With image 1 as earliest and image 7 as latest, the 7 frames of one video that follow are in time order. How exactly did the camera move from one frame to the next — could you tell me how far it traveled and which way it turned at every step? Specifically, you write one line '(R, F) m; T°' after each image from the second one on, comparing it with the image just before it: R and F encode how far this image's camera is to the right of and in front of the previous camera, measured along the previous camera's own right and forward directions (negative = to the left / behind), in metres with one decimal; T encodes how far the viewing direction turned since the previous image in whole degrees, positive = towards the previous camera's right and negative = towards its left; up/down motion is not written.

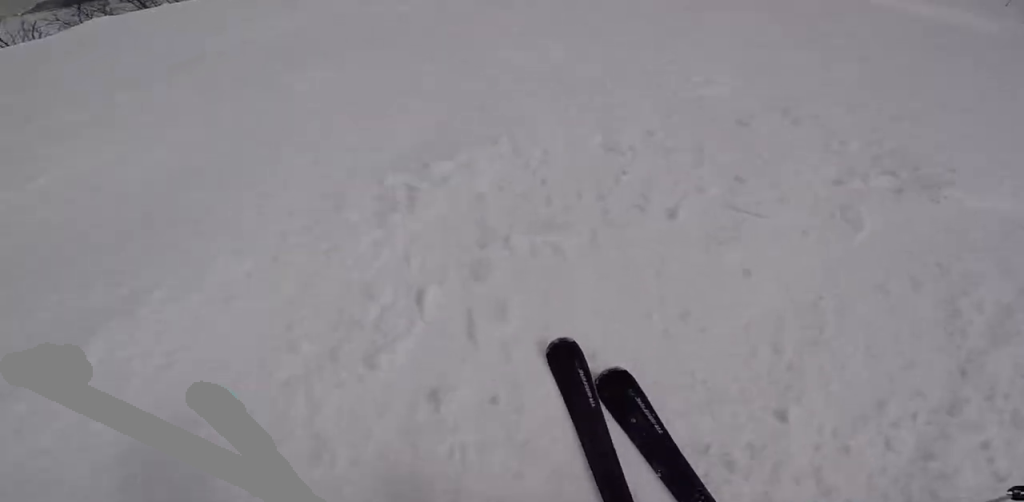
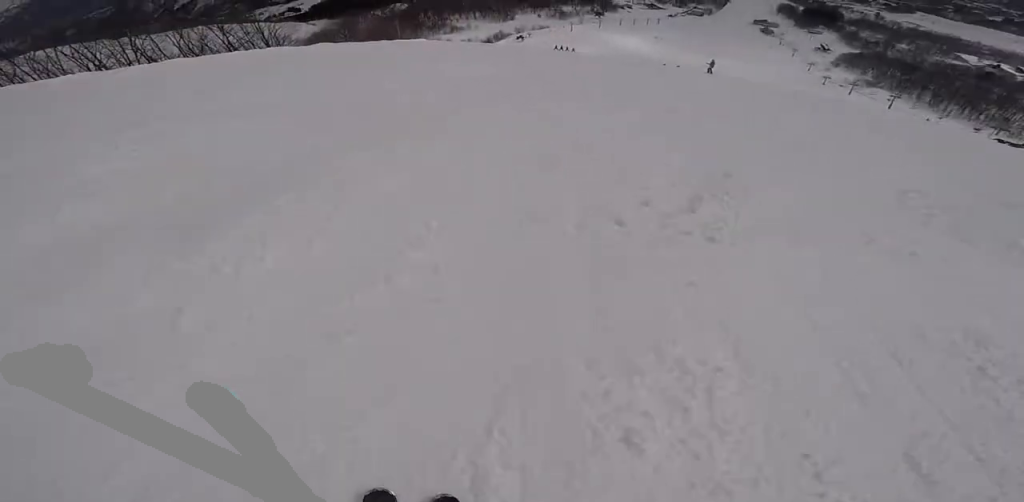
(+0.2, +5.4) m; +12°
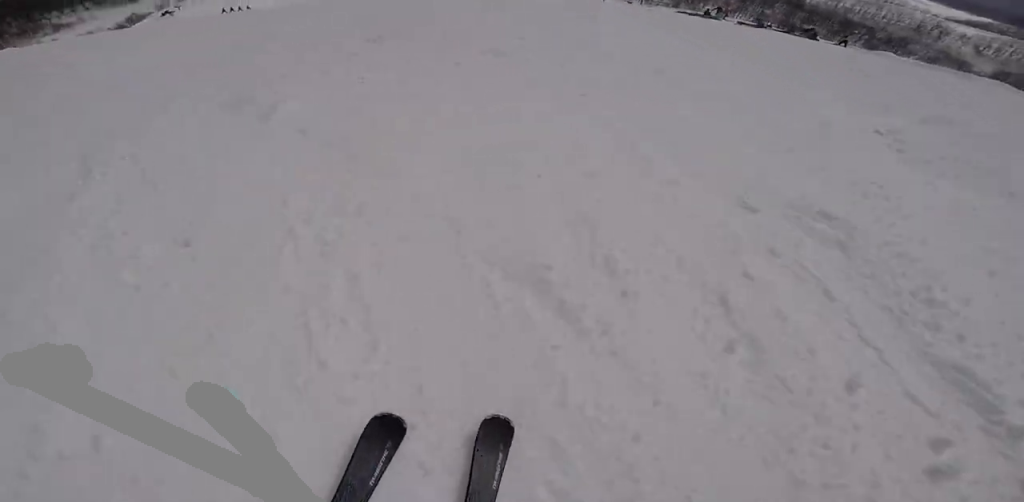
(+0.2, +3.4) m; +21°
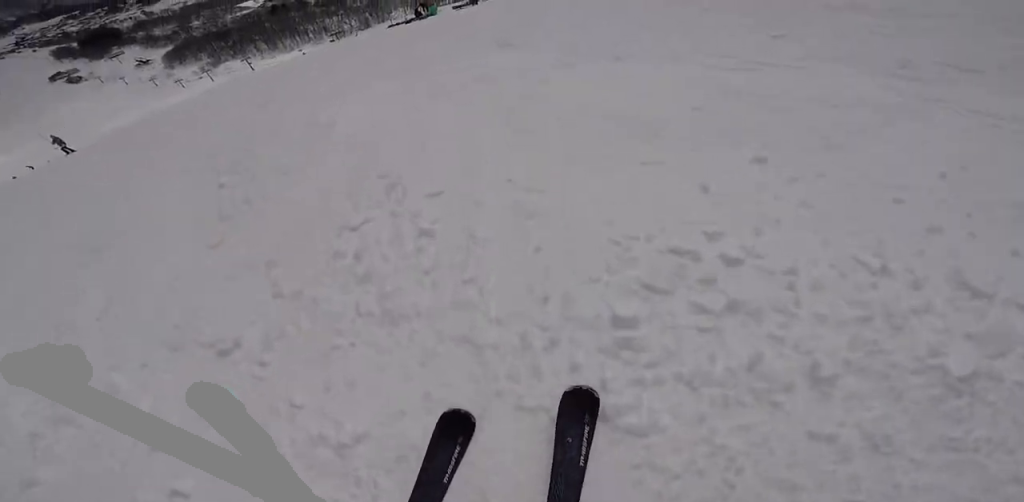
(+2.0, +5.3) m; +17°
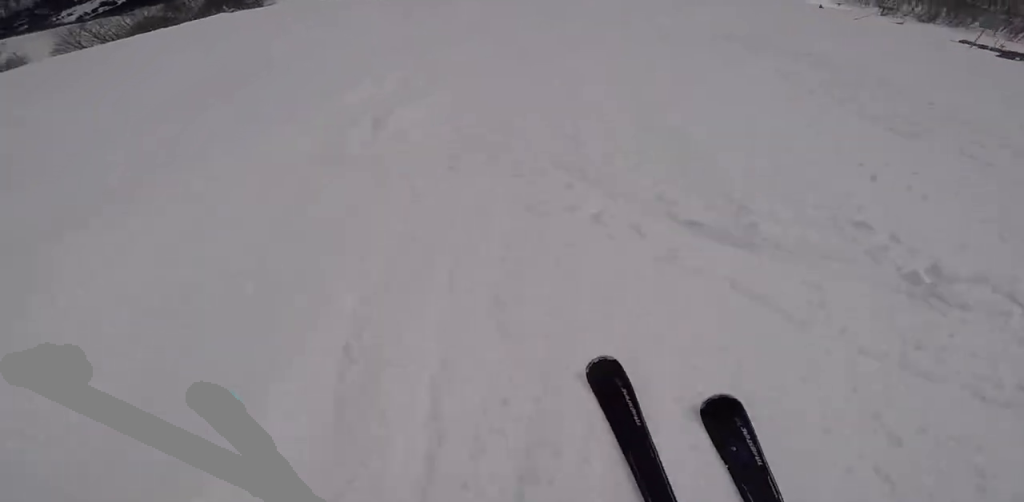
(-3.5, +4.7) m; -75°
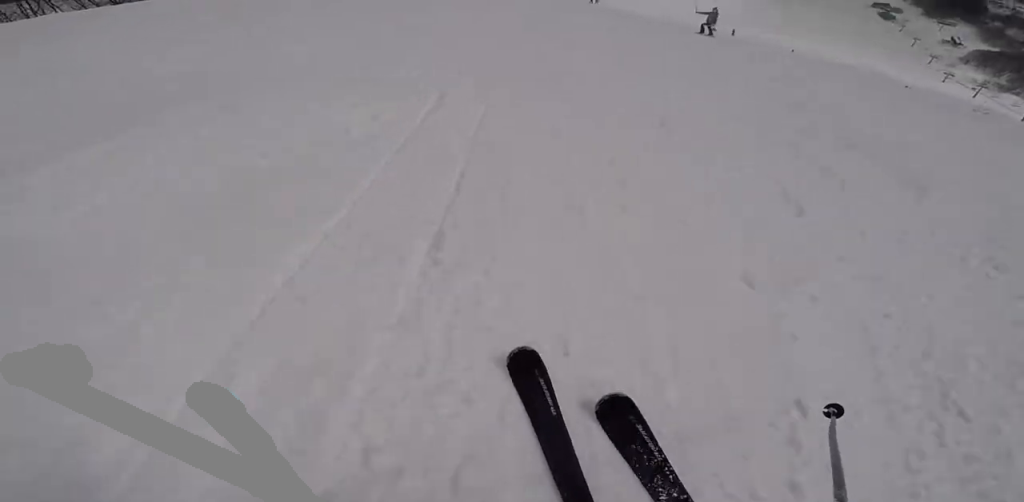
(-0.4, +3.3) m; +2°
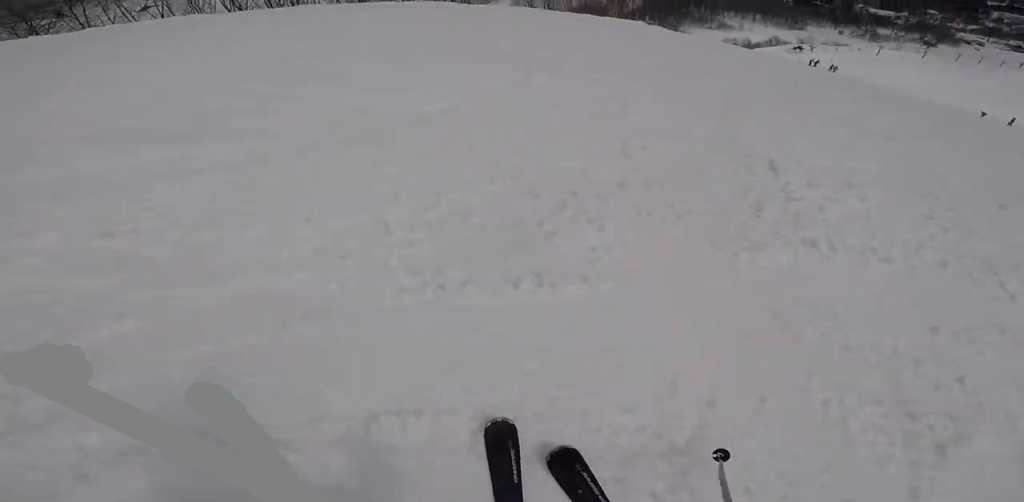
(+0.7, +4.7) m; +19°
